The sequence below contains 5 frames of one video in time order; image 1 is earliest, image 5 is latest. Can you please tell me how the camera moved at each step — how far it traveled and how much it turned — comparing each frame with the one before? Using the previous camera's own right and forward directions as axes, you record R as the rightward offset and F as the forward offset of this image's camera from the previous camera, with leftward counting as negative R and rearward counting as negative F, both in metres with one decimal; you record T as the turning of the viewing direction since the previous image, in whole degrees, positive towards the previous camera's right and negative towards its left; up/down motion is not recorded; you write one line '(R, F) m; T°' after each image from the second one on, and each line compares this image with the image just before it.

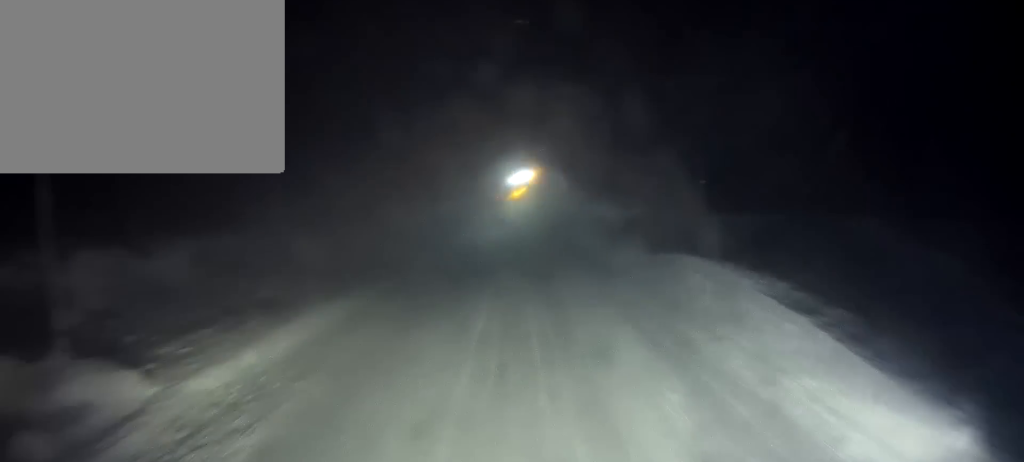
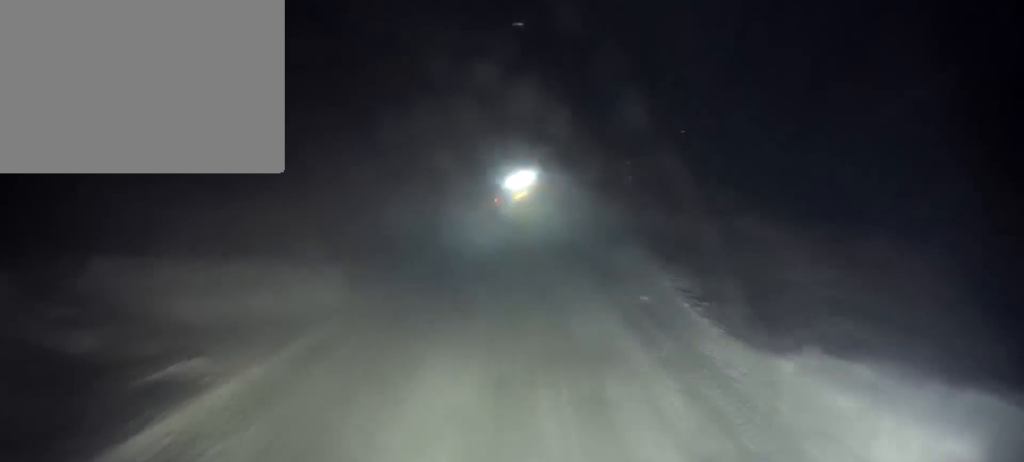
(0.0, +9.0) m; +1°
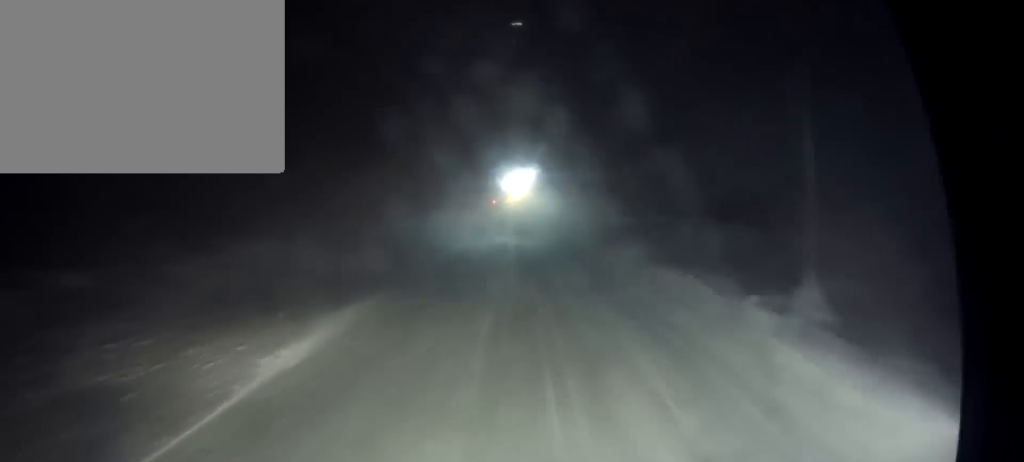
(+0.1, +11.4) m; +1°
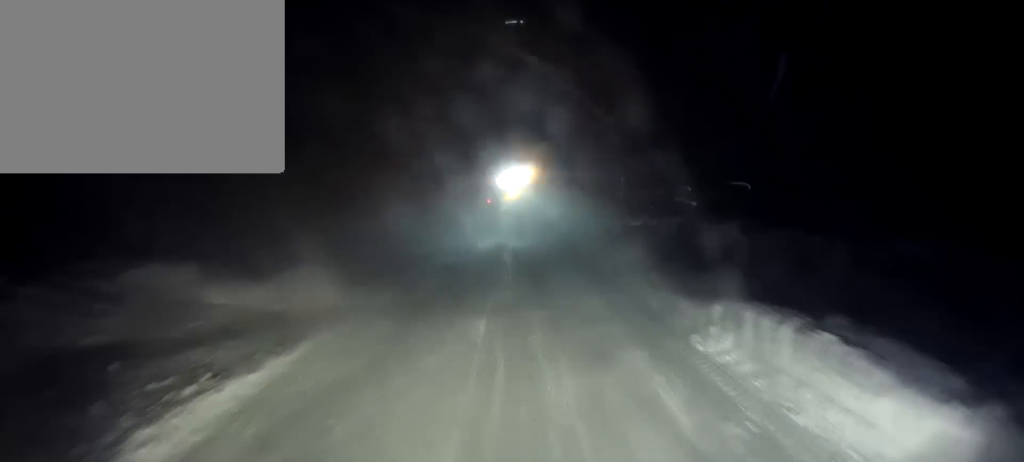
(0.0, +5.5) m; 0°
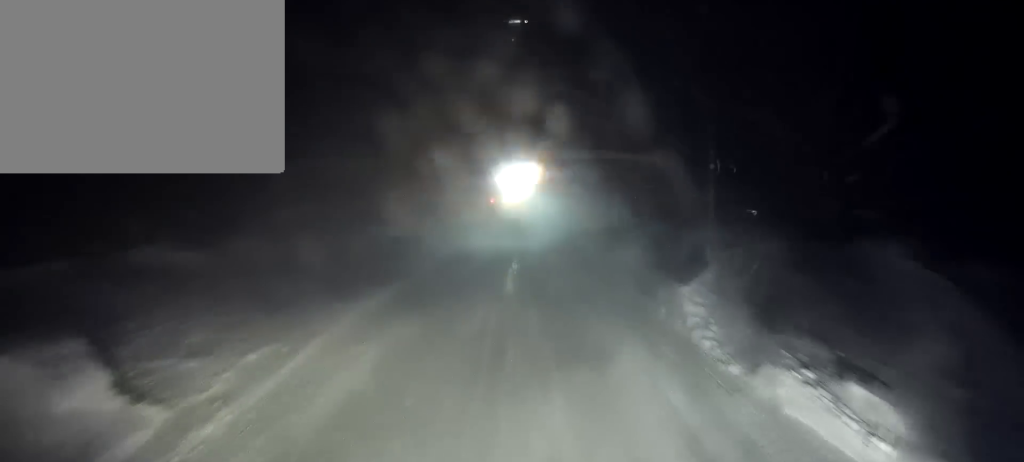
(-0.1, +8.5) m; 0°
